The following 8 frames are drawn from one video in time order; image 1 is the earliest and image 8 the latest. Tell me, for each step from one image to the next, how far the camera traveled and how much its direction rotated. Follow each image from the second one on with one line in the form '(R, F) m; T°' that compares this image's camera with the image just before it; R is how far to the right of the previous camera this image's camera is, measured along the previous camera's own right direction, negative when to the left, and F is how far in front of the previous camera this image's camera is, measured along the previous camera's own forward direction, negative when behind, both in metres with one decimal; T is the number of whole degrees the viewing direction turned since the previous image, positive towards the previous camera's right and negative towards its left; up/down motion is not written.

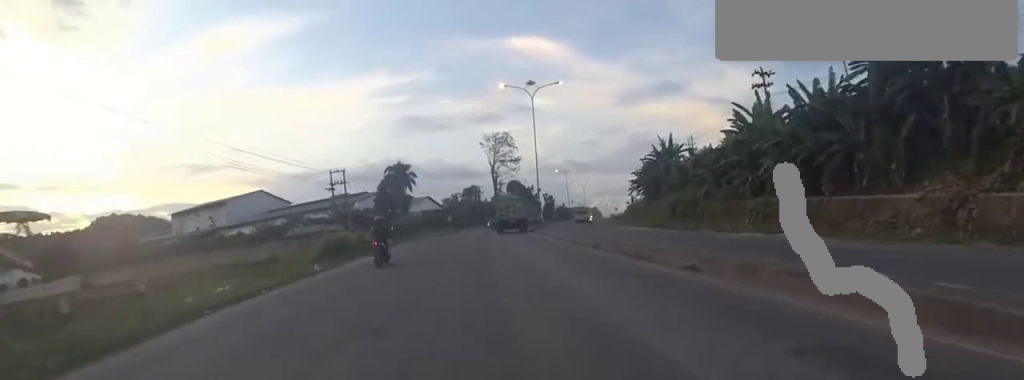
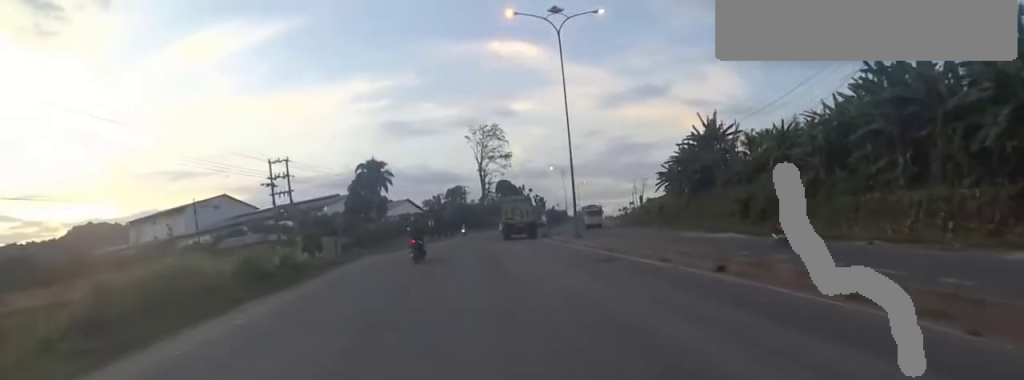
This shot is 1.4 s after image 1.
(+0.8, +16.3) m; +3°
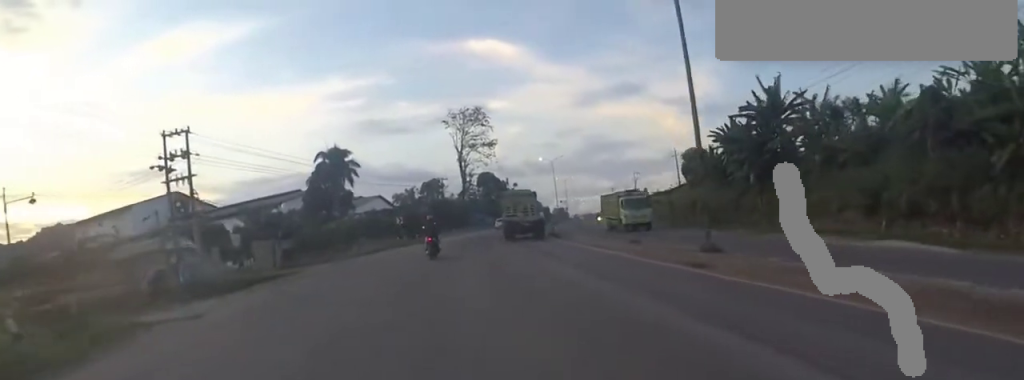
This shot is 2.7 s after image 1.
(-0.2, +14.4) m; 0°
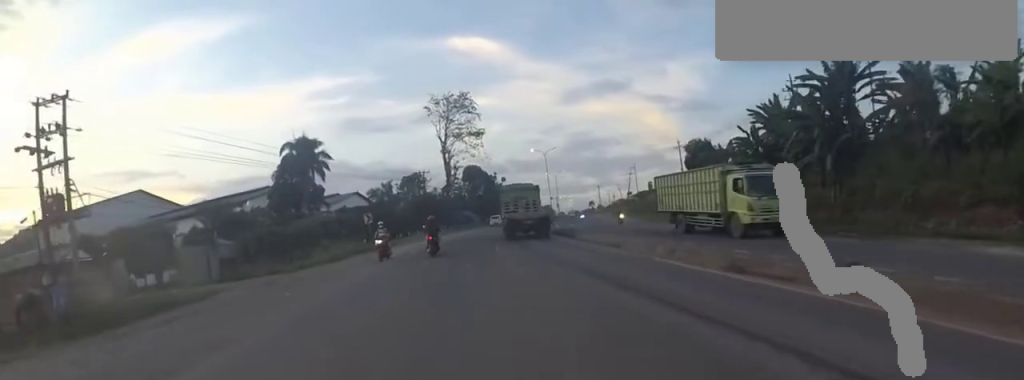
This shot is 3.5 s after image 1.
(+0.1, +9.5) m; 0°
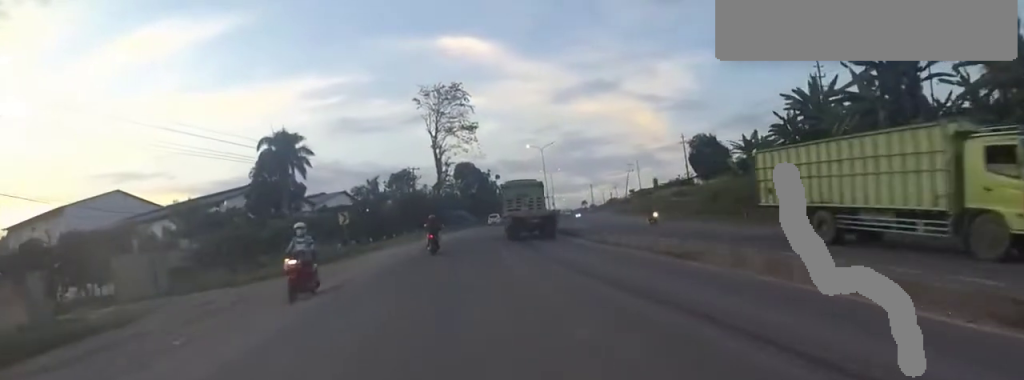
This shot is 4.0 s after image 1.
(-0.2, +5.7) m; 0°
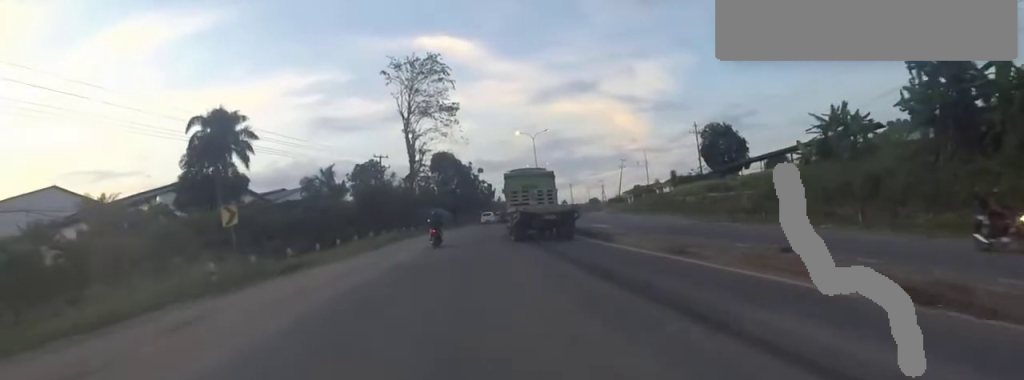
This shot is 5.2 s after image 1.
(+0.3, +13.9) m; 0°
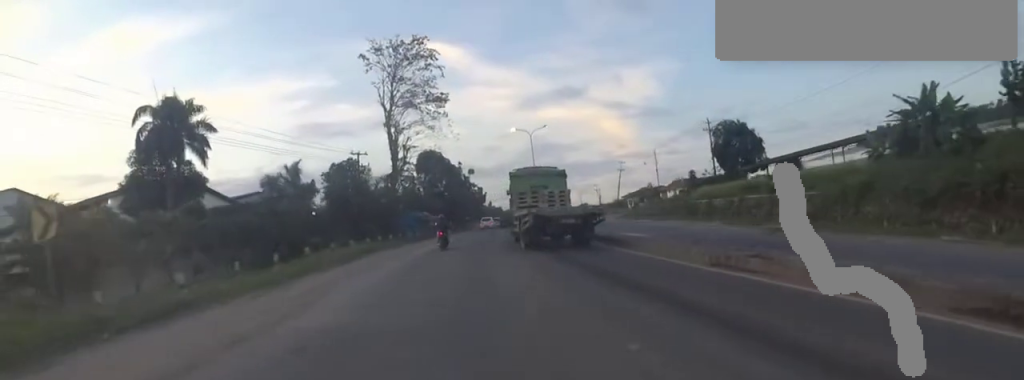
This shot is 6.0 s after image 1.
(-0.3, +8.3) m; 0°
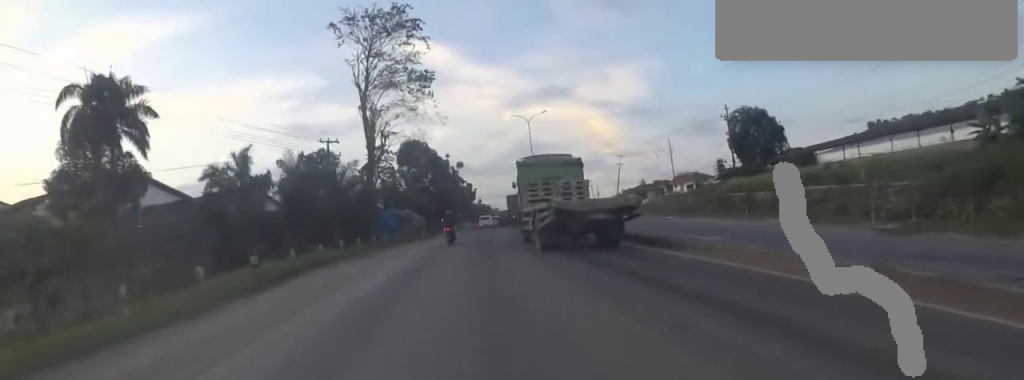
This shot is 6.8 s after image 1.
(+0.1, +8.8) m; +4°
